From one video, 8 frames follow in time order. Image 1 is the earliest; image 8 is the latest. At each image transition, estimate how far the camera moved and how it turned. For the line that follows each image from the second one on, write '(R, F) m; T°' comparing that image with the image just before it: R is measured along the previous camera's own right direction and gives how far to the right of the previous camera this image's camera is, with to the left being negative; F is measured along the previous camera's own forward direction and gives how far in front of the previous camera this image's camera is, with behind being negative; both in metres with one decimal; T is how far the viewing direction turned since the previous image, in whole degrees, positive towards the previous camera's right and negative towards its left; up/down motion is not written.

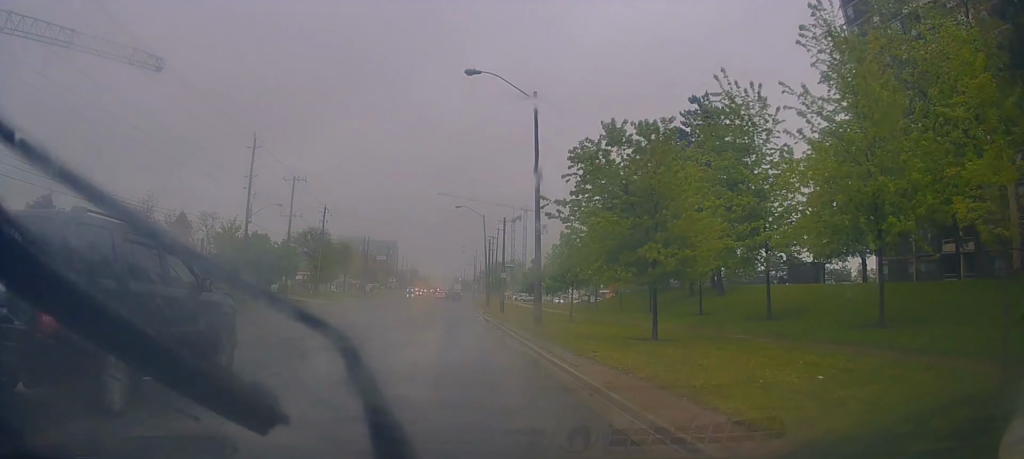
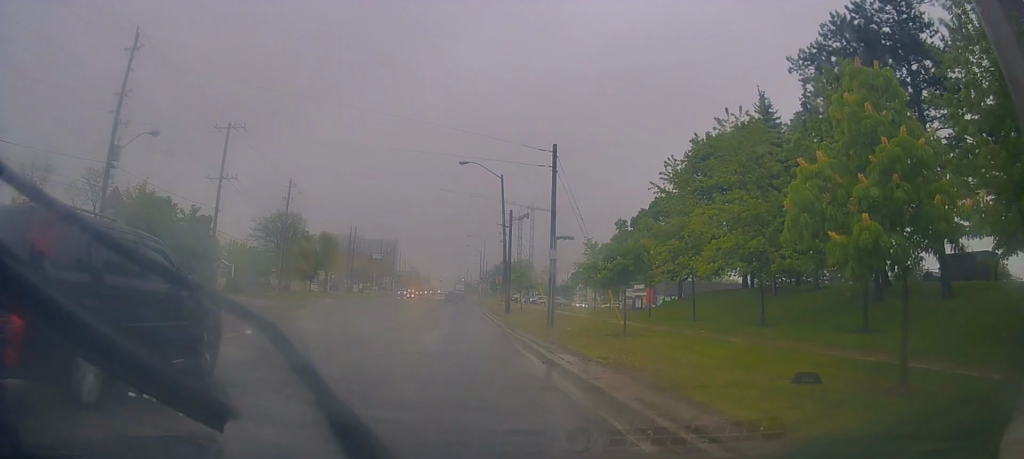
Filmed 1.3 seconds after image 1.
(-0.1, +22.3) m; 0°
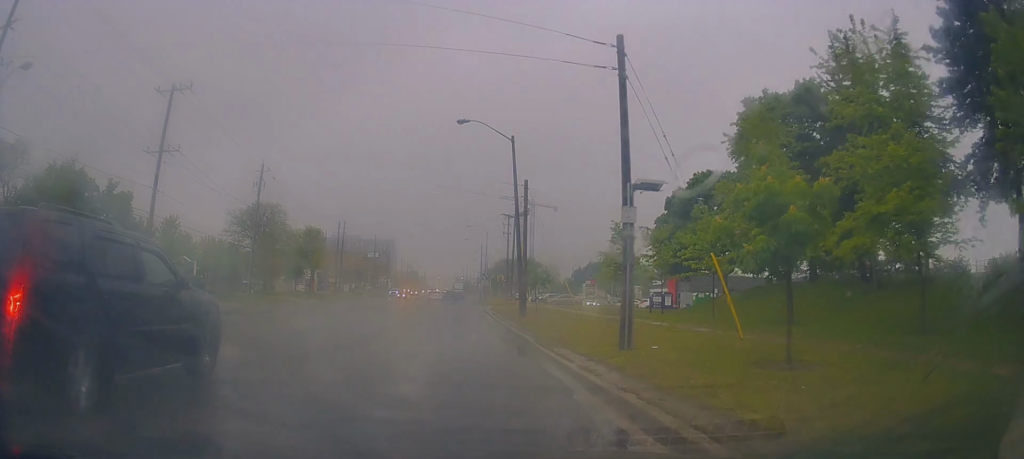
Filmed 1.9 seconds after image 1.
(-0.1, +10.3) m; +1°
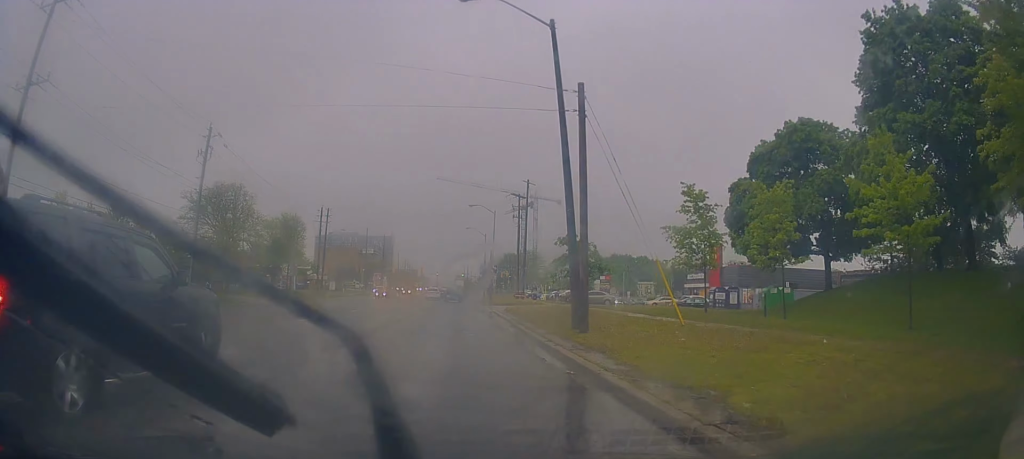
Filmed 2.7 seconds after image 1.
(+0.4, +13.6) m; +1°
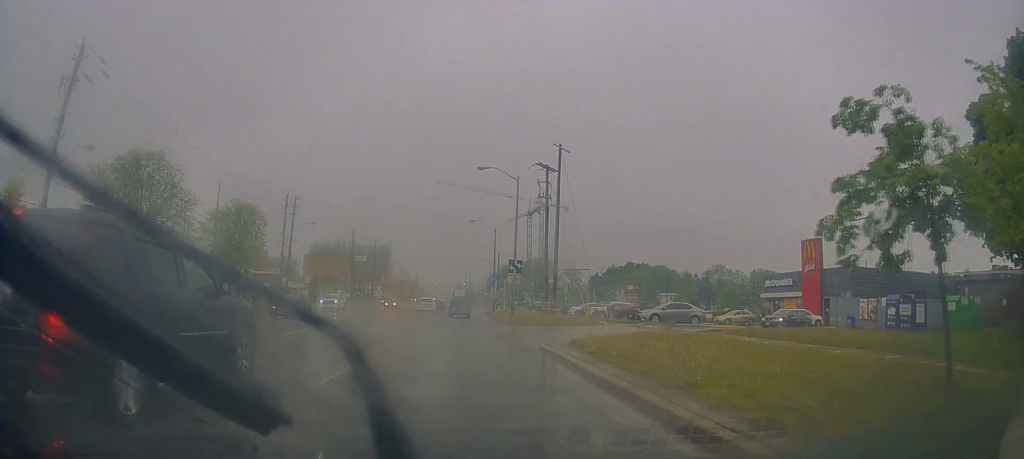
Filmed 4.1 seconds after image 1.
(-0.1, +20.8) m; +1°
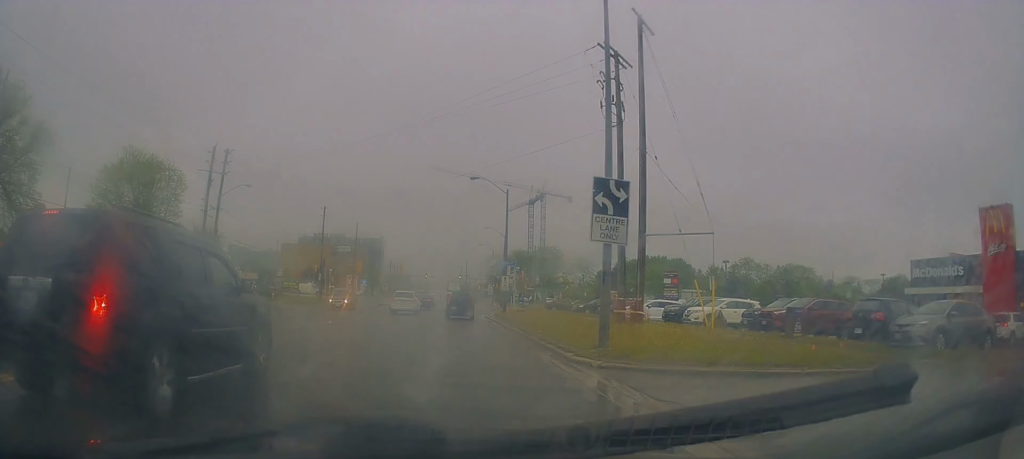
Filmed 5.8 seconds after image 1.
(+0.5, +22.3) m; -1°
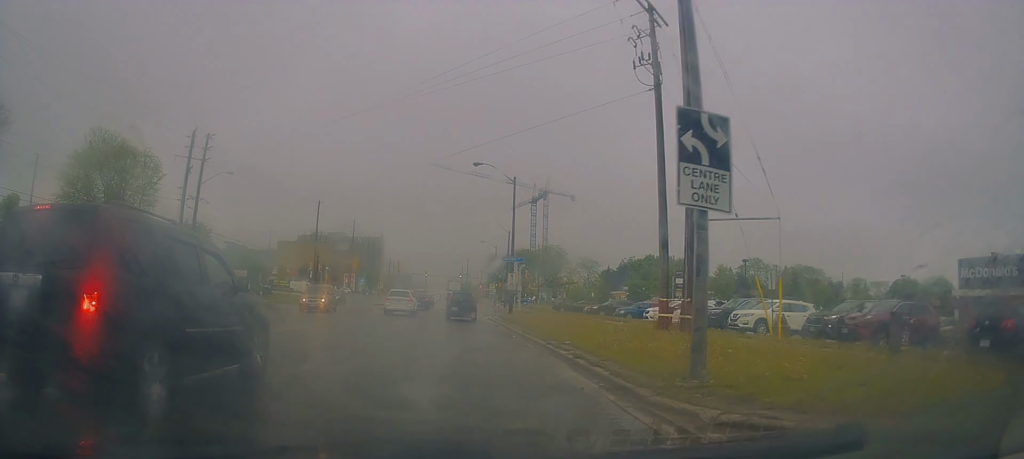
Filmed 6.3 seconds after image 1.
(-0.1, +4.7) m; 0°
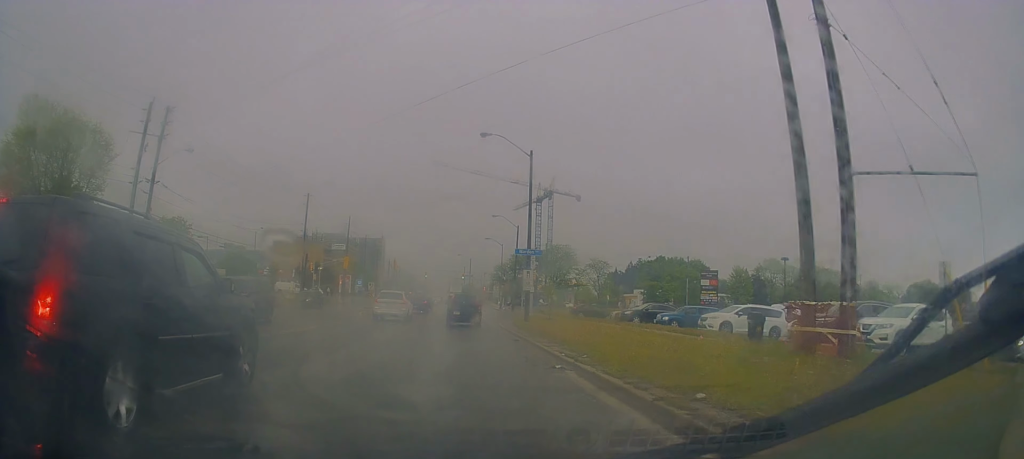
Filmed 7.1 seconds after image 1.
(-0.2, +8.2) m; +1°
